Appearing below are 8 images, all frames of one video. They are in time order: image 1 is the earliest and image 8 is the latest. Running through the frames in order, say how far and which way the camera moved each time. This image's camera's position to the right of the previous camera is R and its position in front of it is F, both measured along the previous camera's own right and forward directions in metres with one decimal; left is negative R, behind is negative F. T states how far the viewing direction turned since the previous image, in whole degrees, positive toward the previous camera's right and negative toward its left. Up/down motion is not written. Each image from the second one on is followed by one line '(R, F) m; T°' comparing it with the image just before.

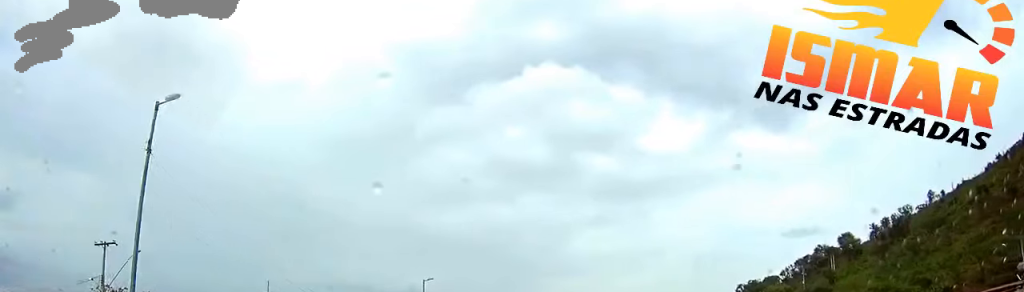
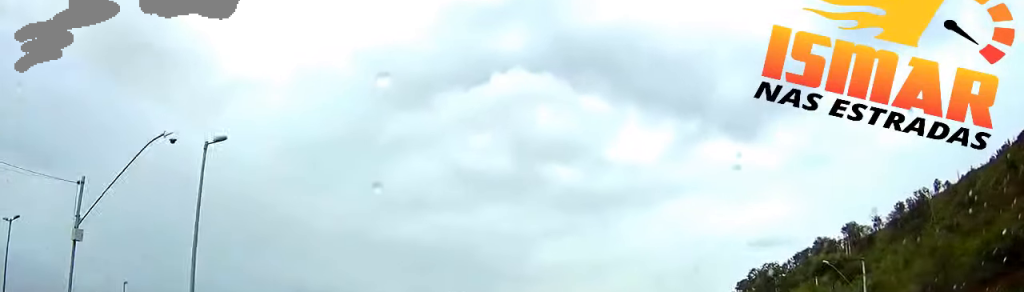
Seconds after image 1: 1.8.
(+0.8, +35.8) m; +3°
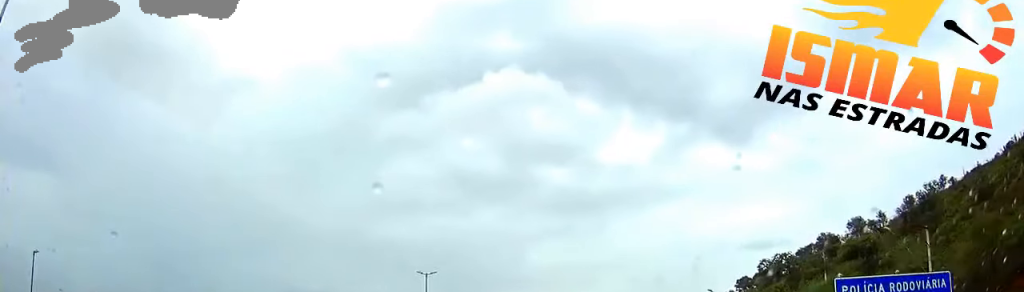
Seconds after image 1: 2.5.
(+0.1, +12.3) m; +1°
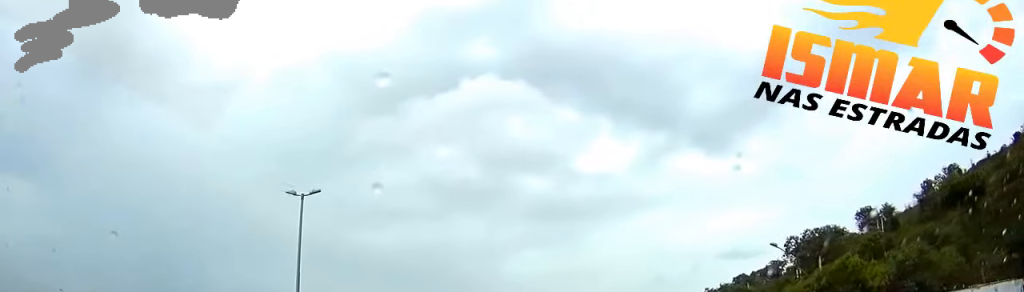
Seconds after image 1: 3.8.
(+0.4, +25.7) m; +2°
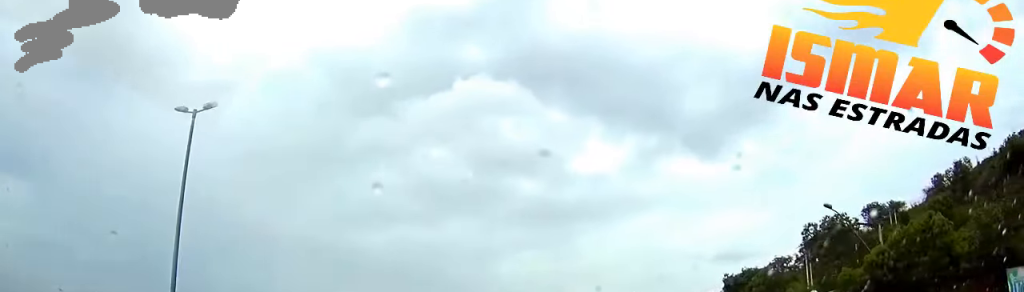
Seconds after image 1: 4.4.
(+0.1, +10.5) m; +1°
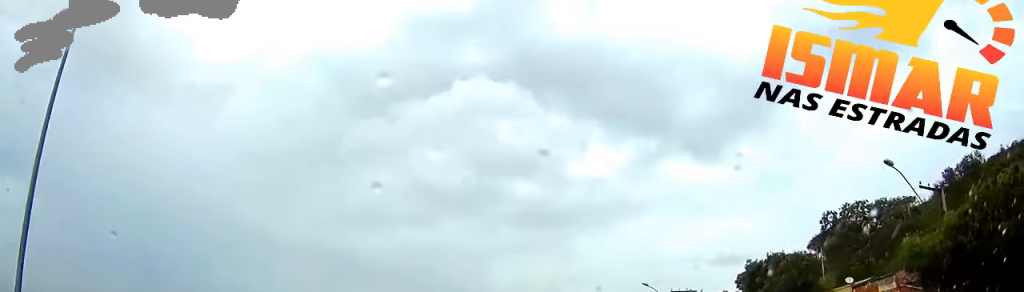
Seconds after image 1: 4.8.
(0.0, +7.4) m; 0°
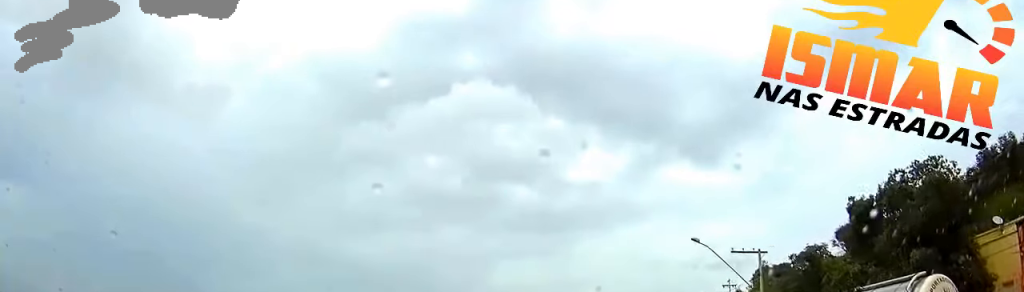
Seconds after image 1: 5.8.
(+0.2, +19.0) m; 0°
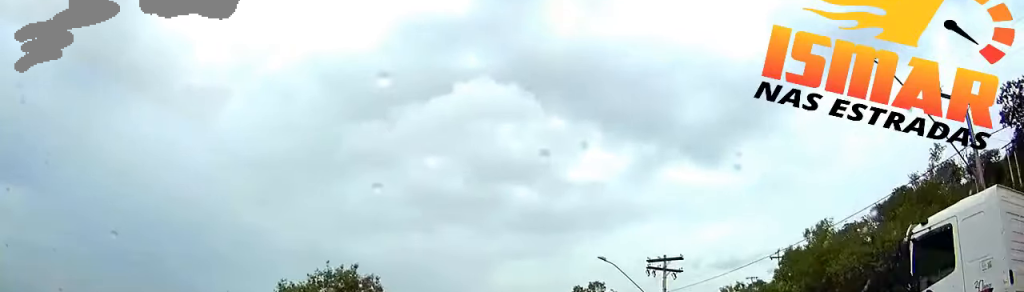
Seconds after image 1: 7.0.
(0.0, +22.0) m; 0°
